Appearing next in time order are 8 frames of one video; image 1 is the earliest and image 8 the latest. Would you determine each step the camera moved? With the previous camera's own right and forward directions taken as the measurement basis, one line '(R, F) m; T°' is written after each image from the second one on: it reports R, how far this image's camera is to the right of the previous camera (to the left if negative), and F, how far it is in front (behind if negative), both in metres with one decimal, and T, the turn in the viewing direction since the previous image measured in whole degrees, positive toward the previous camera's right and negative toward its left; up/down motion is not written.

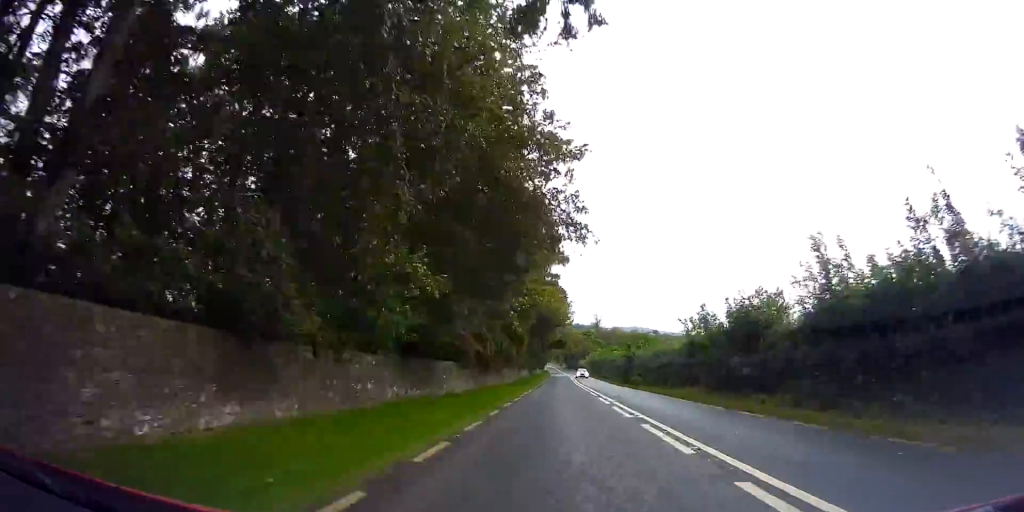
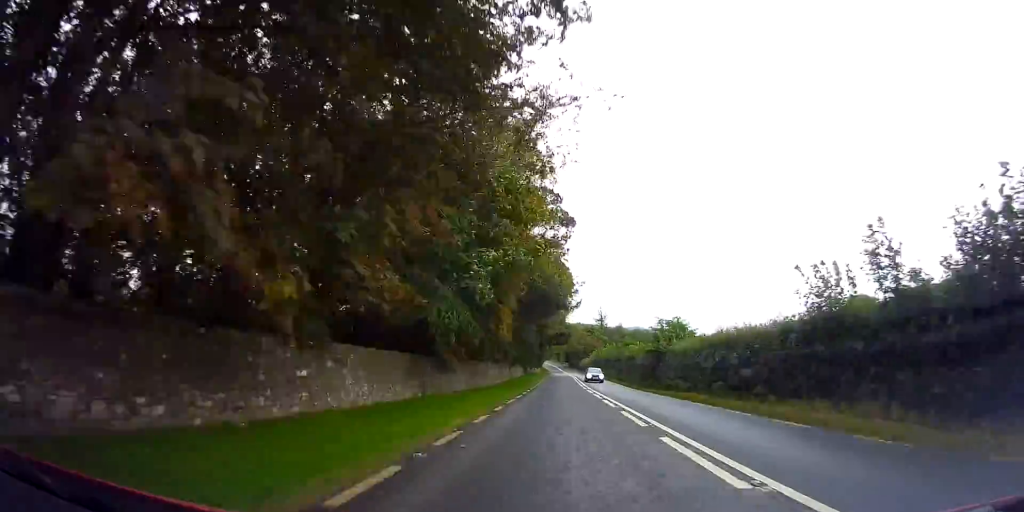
(+0.2, +14.3) m; 0°
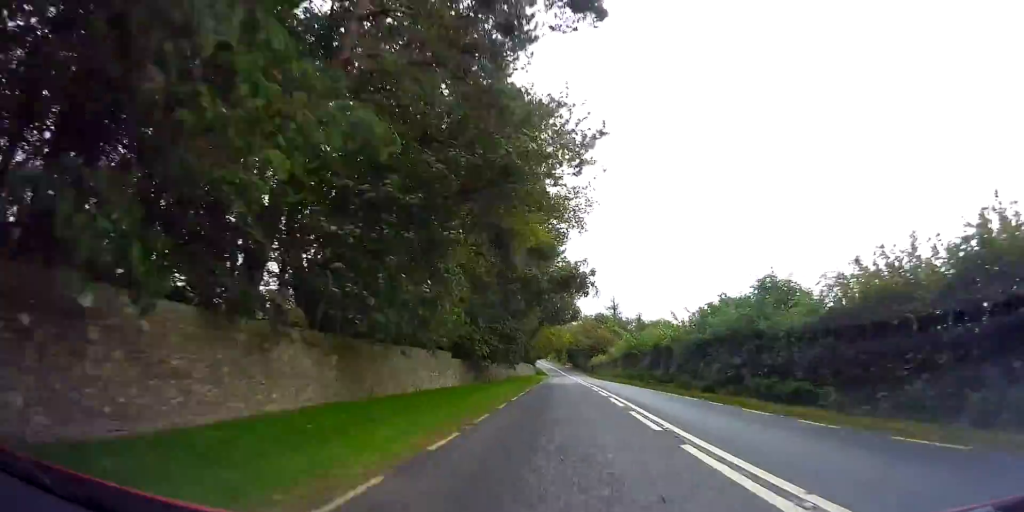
(-1.0, +43.3) m; -1°
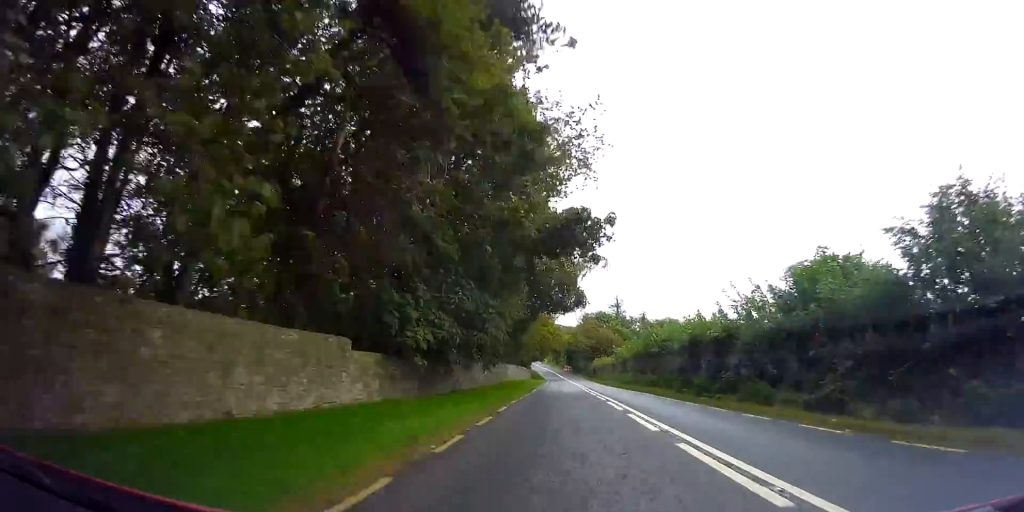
(0.0, +11.5) m; 0°
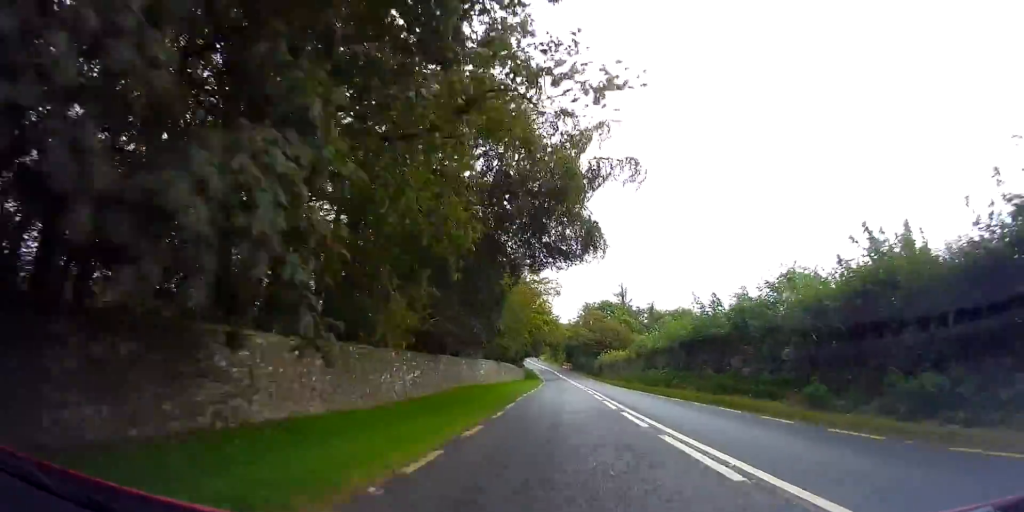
(0.0, +17.0) m; -1°
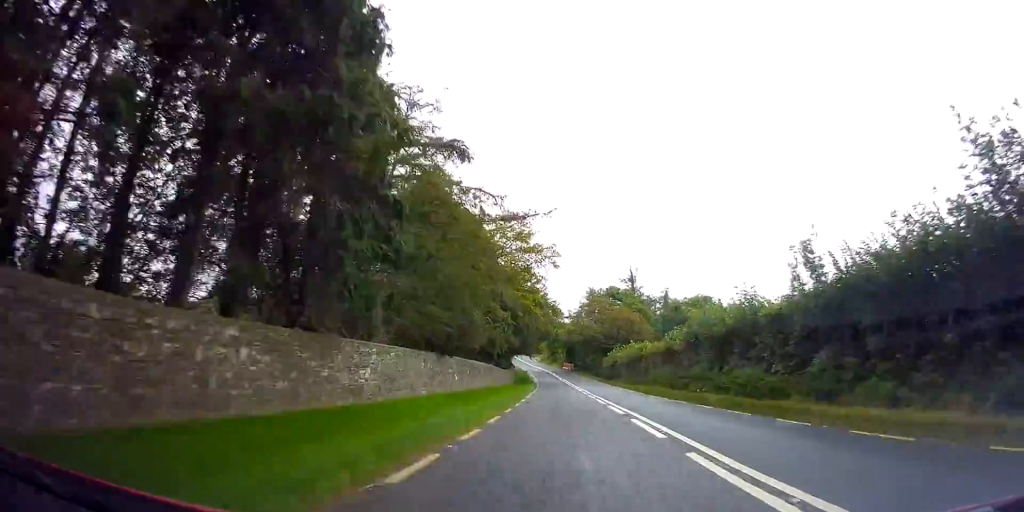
(-0.1, +20.1) m; -1°
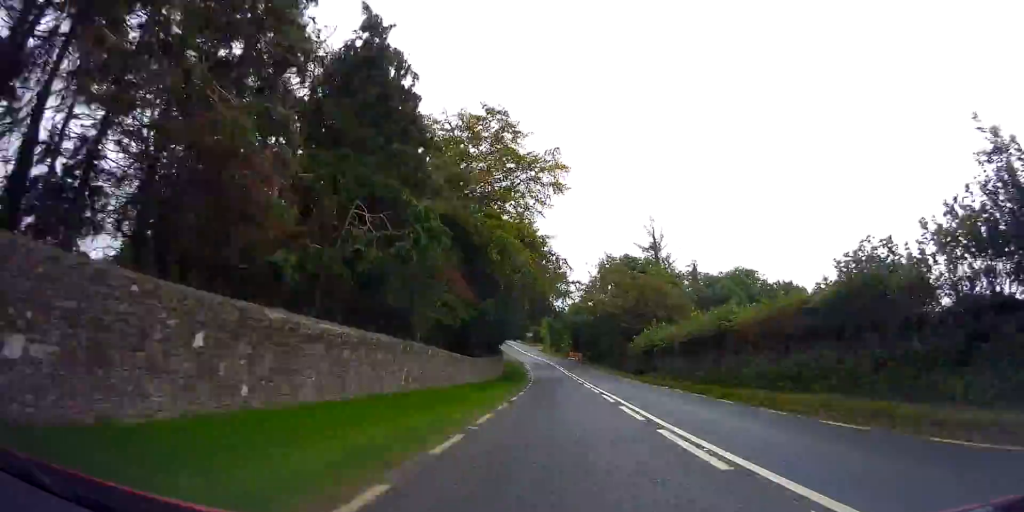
(-0.4, +21.9) m; 0°
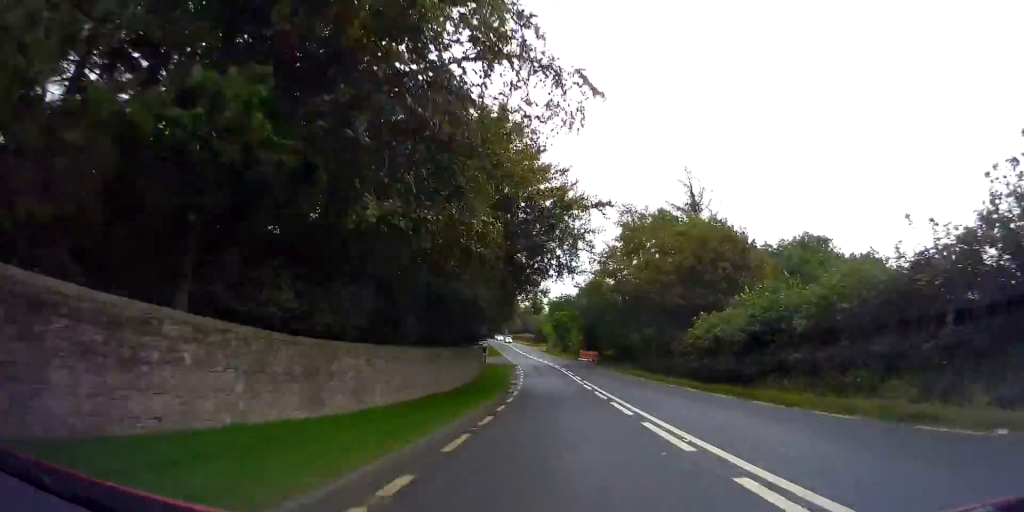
(+0.5, +22.6) m; +1°
